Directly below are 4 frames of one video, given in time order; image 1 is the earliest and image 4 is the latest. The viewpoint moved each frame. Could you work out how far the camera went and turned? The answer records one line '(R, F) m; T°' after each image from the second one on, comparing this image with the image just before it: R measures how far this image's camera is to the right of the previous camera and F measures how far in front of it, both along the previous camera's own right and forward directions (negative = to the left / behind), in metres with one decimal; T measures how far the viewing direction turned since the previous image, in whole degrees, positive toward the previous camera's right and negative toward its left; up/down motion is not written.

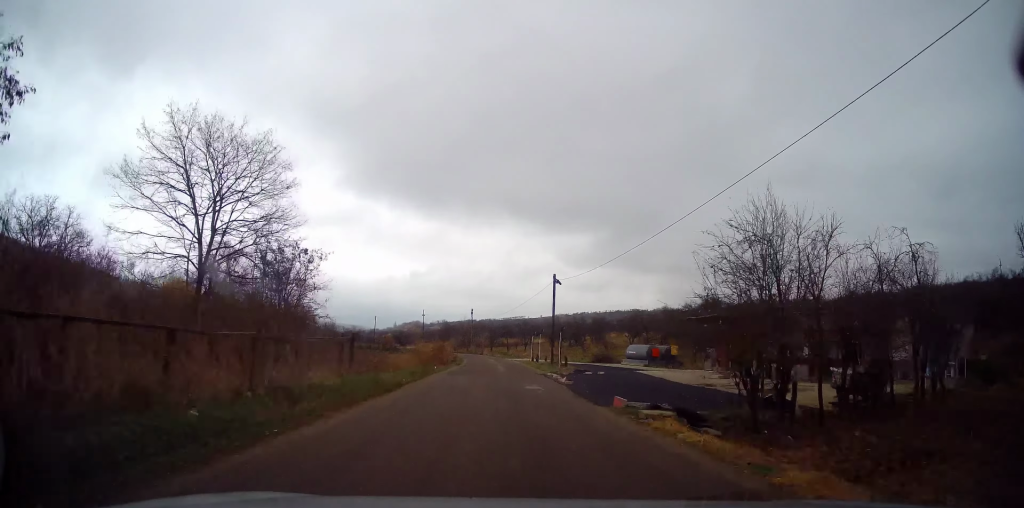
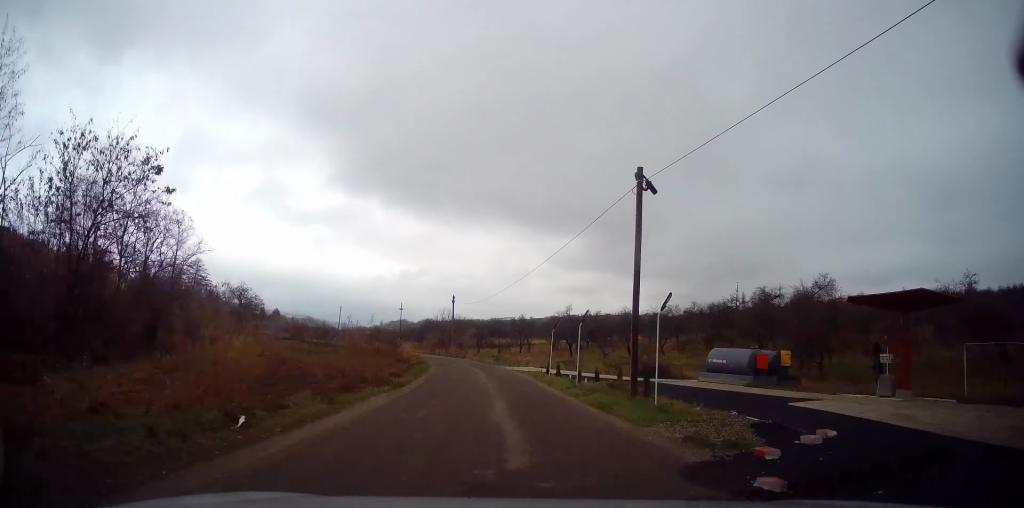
(0.0, +21.1) m; 0°
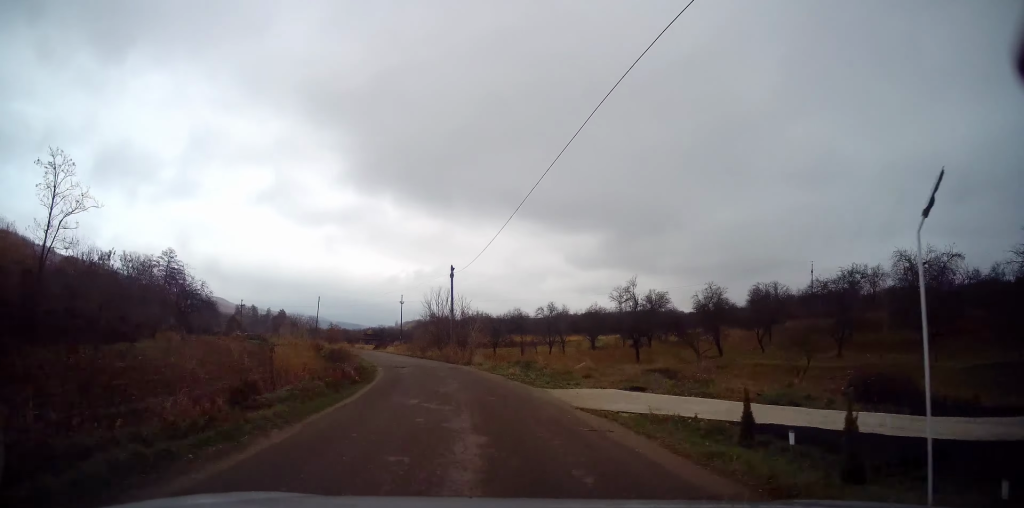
(-0.4, +22.3) m; -3°
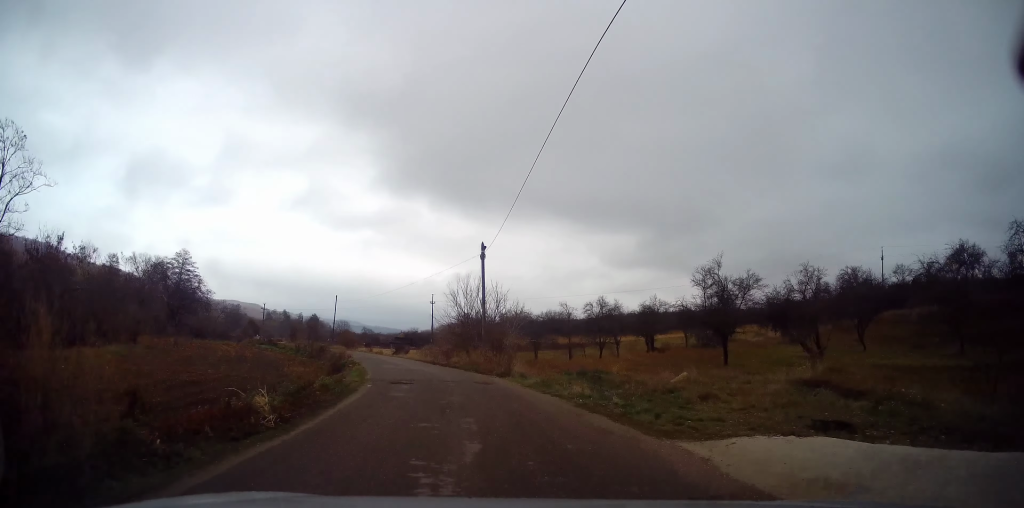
(-0.2, +9.5) m; -4°
